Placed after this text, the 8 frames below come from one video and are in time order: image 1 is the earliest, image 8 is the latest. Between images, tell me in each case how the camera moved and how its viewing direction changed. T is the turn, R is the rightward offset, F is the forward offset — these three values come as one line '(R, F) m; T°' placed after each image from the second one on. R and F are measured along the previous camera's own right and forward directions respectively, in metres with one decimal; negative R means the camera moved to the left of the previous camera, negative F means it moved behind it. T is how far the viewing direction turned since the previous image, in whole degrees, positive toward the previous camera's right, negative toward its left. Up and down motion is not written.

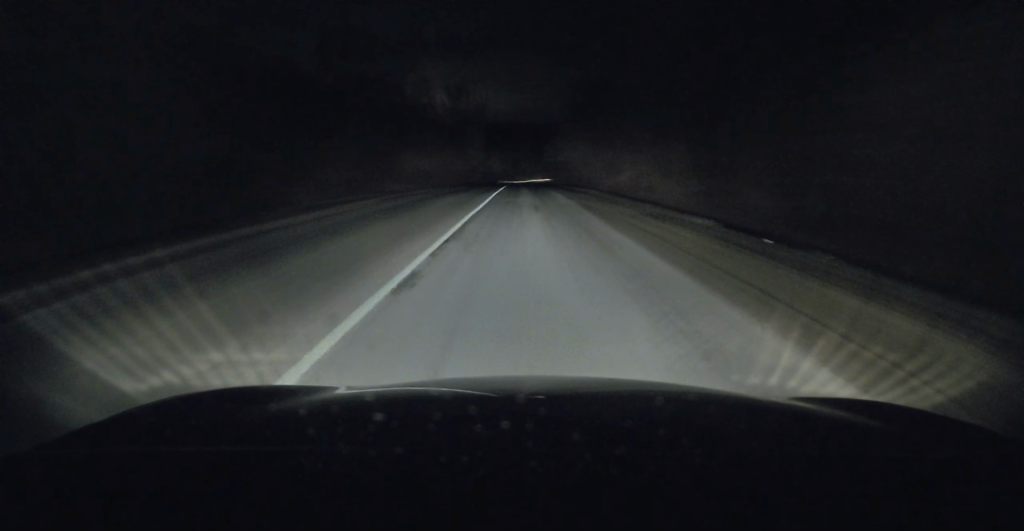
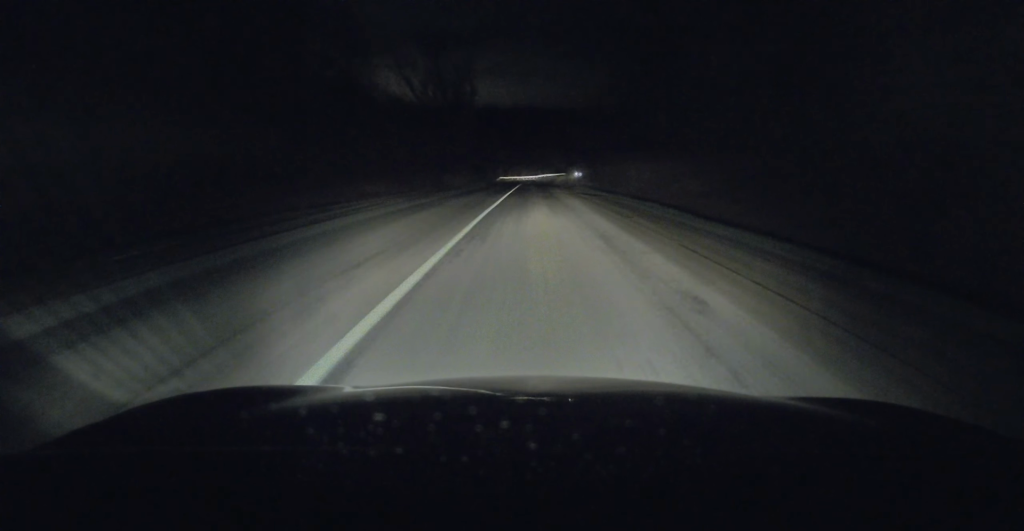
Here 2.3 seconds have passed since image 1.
(+0.3, +47.2) m; +1°
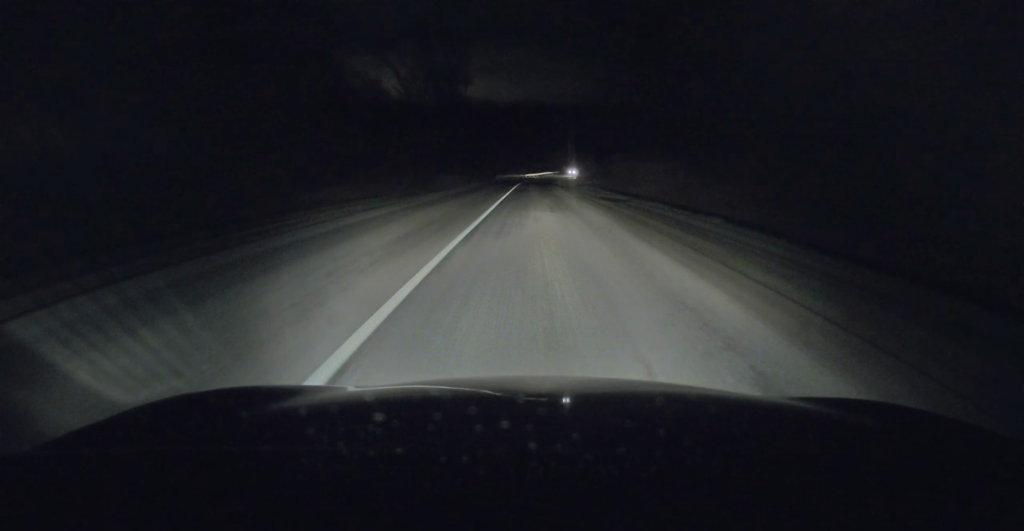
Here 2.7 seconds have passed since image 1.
(+0.2, +8.9) m; 0°
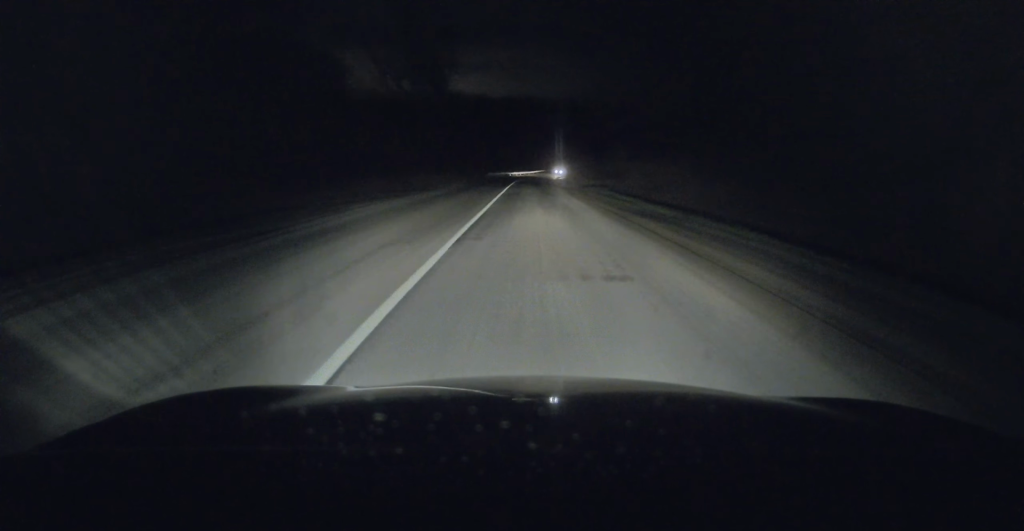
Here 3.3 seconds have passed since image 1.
(-0.2, +11.5) m; 0°
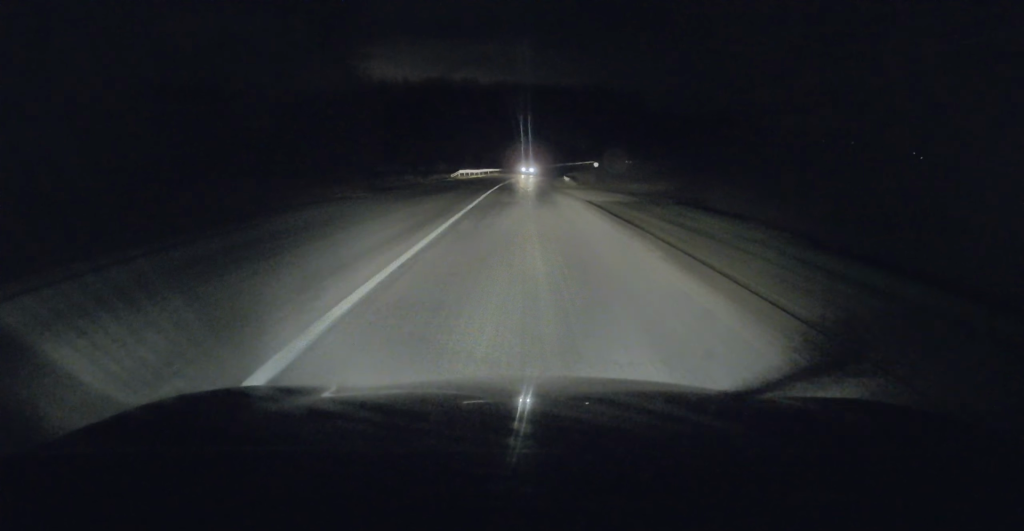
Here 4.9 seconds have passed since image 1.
(0.0, +32.5) m; 0°
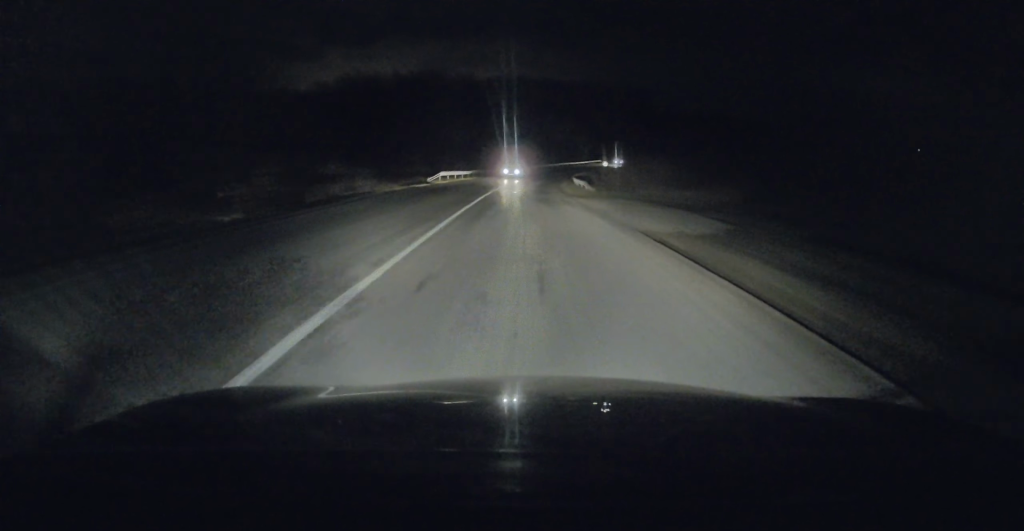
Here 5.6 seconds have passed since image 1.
(+0.1, +13.1) m; 0°
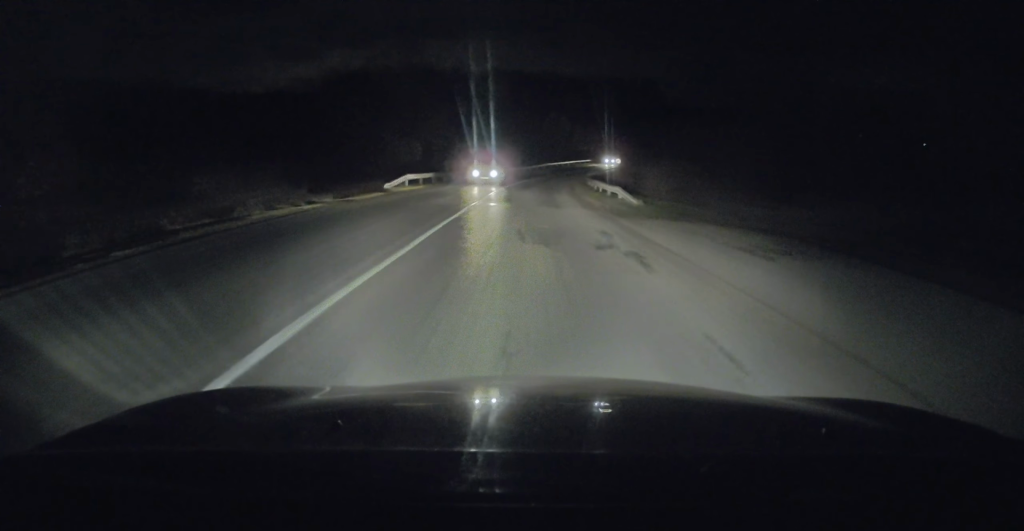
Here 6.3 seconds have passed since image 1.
(-0.1, +13.1) m; +1°
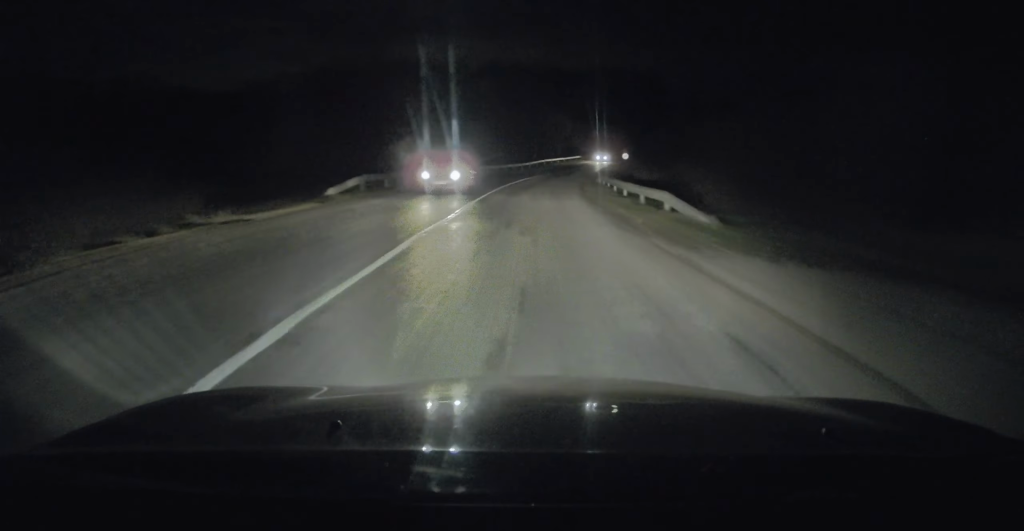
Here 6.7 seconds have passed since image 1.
(-0.2, +8.5) m; +1°
